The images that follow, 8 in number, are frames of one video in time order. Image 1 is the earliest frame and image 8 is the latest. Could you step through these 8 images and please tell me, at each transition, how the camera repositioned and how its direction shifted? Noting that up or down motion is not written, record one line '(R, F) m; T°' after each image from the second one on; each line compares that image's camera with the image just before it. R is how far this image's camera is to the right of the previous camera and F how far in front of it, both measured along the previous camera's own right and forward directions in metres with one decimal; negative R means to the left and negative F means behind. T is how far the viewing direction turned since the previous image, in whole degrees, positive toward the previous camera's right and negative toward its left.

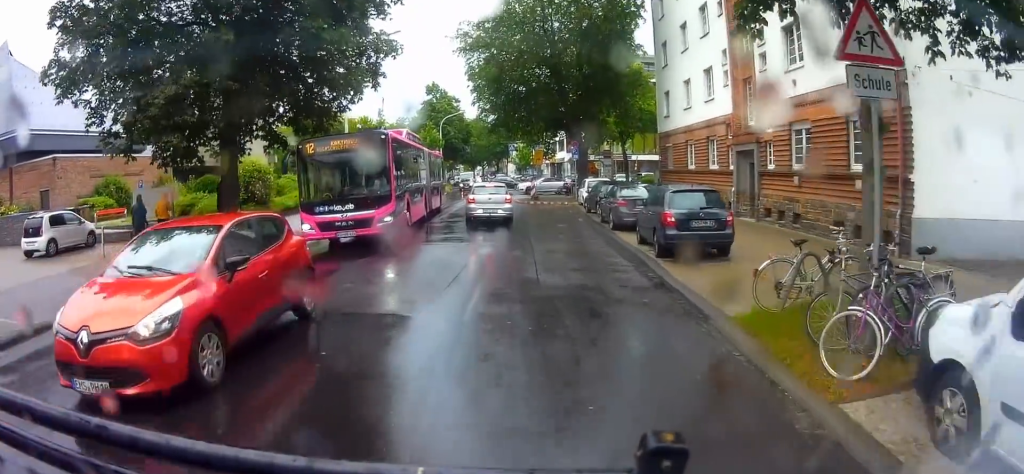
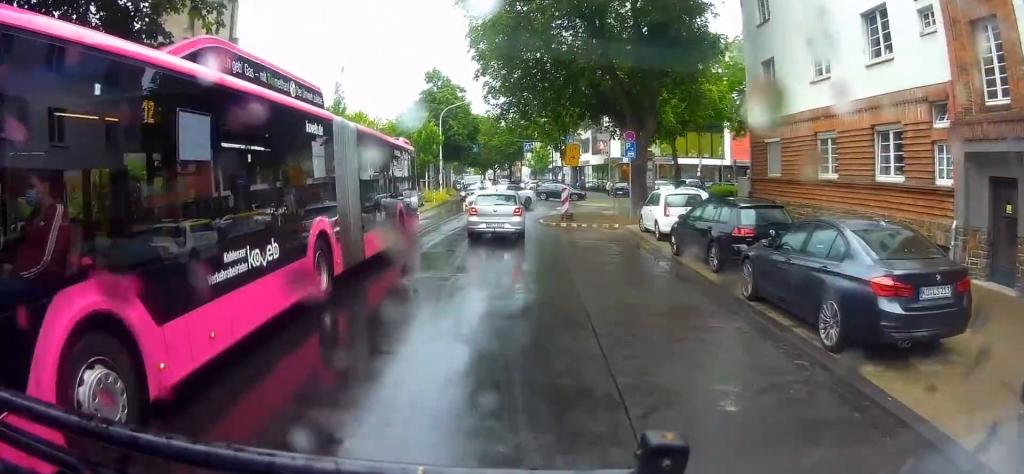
(-1.7, +11.7) m; -8°
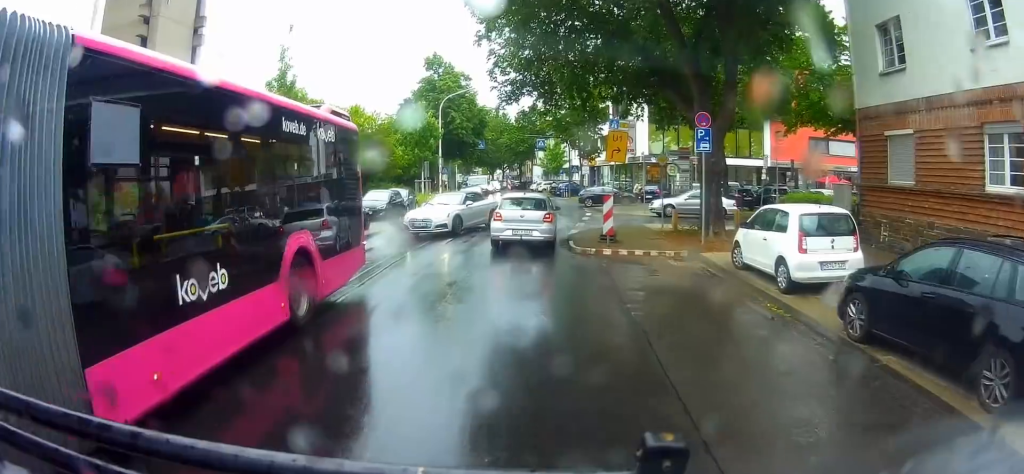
(+0.1, +8.0) m; -3°
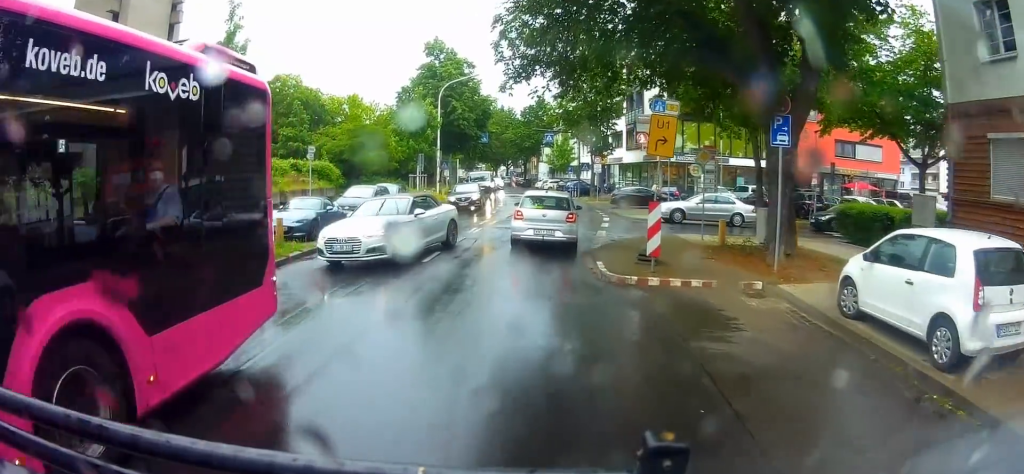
(-0.3, +4.9) m; -9°
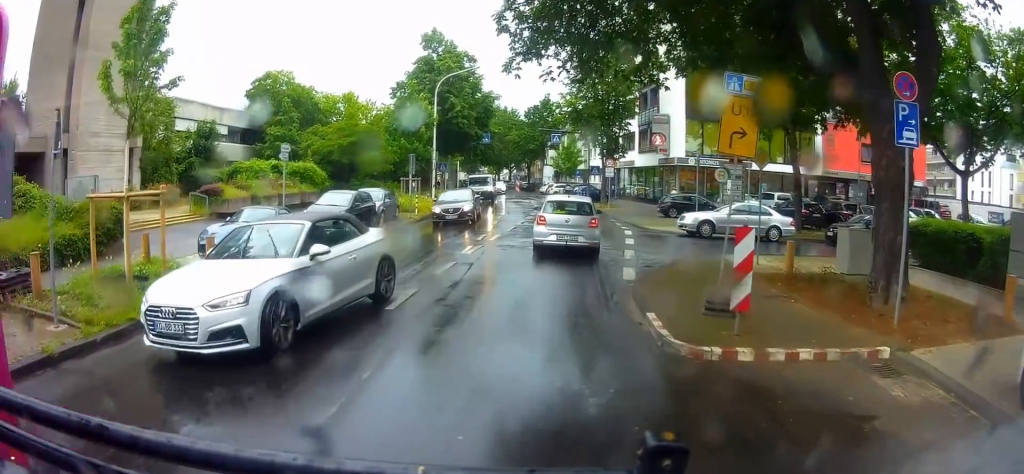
(-0.6, +5.2) m; -3°
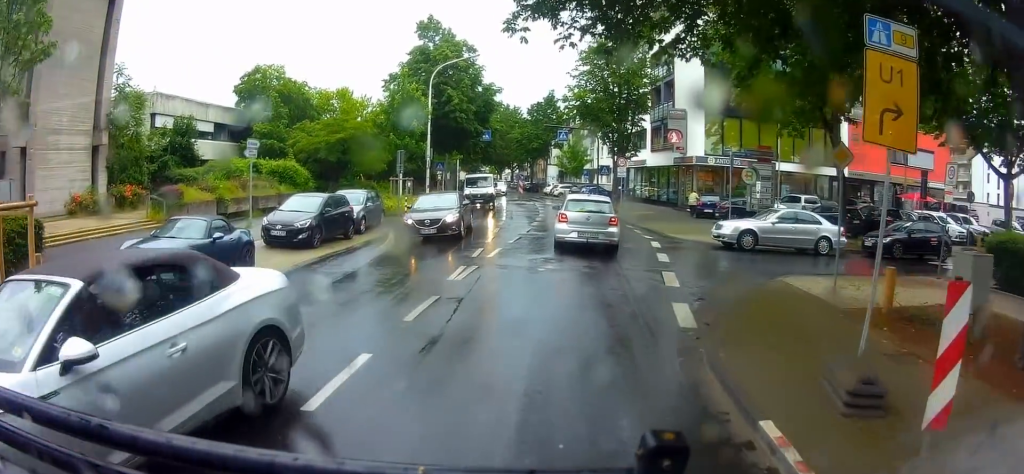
(+0.2, +5.0) m; -2°
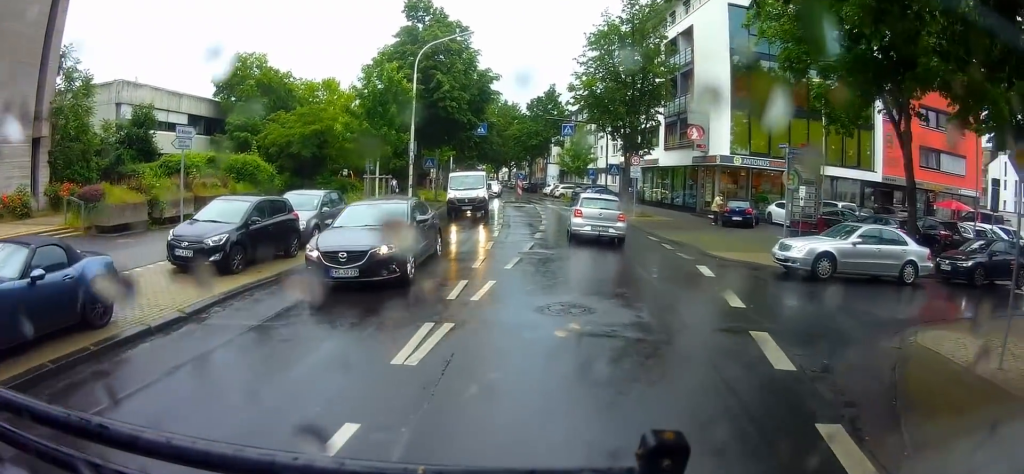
(-0.6, +7.0) m; -4°
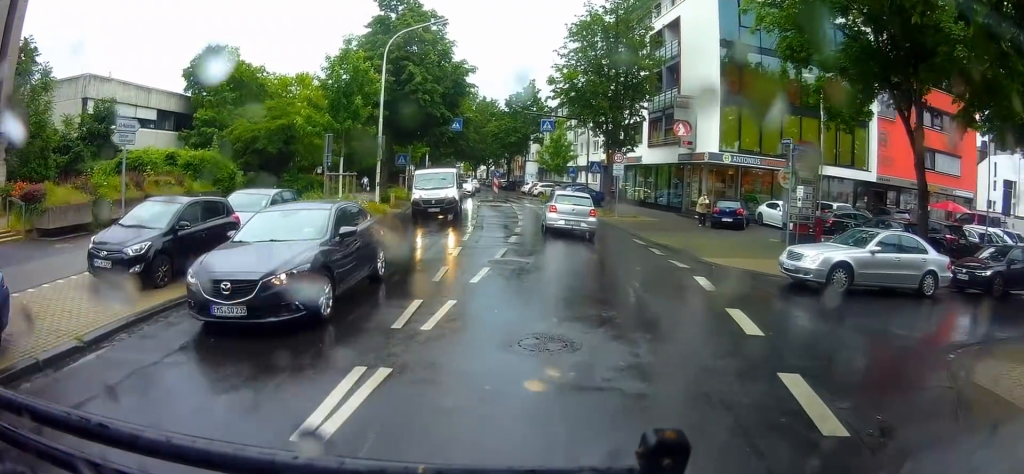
(+0.4, +2.8) m; +2°
